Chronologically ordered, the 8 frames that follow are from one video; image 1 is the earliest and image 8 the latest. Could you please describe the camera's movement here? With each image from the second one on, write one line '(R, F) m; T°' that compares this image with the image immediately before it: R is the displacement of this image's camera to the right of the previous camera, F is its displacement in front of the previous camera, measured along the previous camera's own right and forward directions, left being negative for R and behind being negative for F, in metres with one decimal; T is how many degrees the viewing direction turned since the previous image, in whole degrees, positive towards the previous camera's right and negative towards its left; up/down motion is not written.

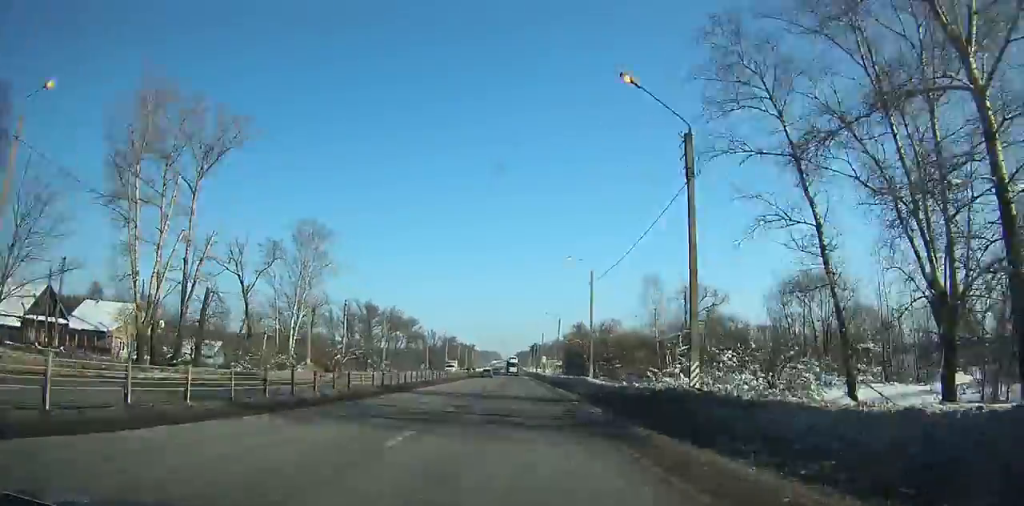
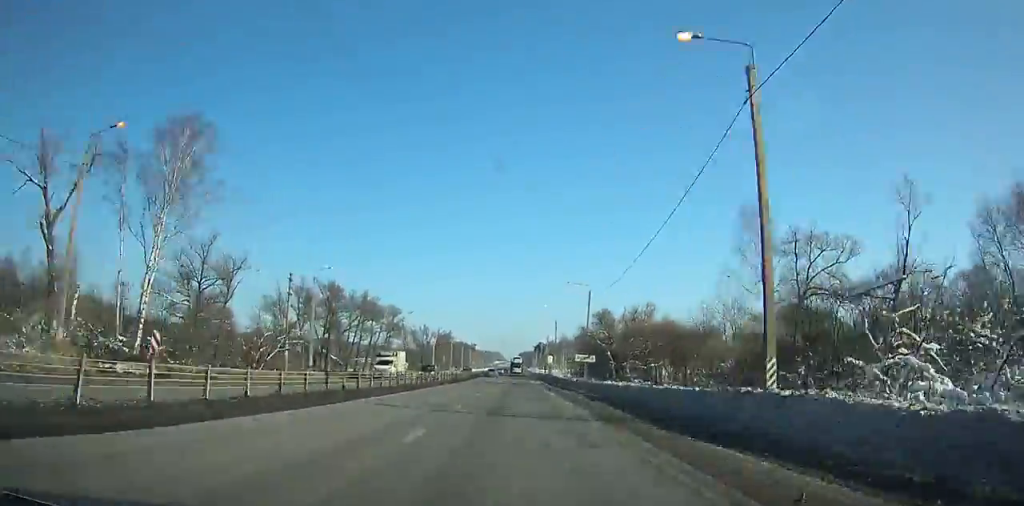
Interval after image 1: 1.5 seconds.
(-0.9, +33.5) m; -1°
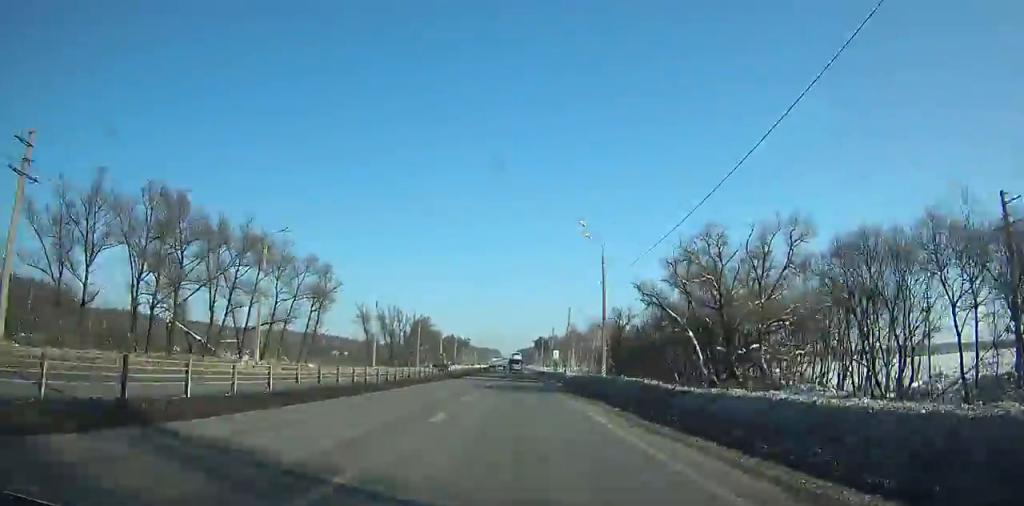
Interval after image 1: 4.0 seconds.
(0.0, +54.7) m; 0°
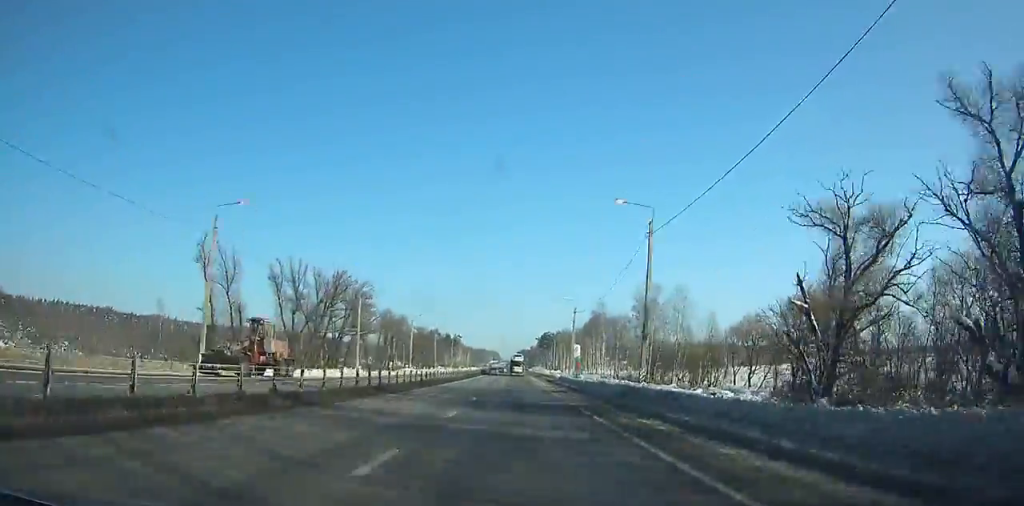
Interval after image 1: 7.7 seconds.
(+0.5, +79.8) m; +1°
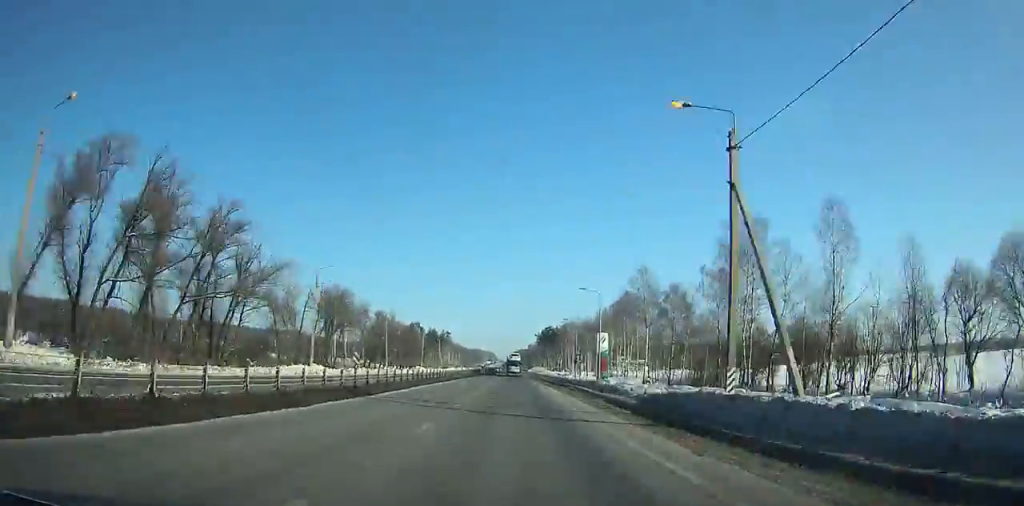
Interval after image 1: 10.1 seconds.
(+0.1, +51.9) m; 0°
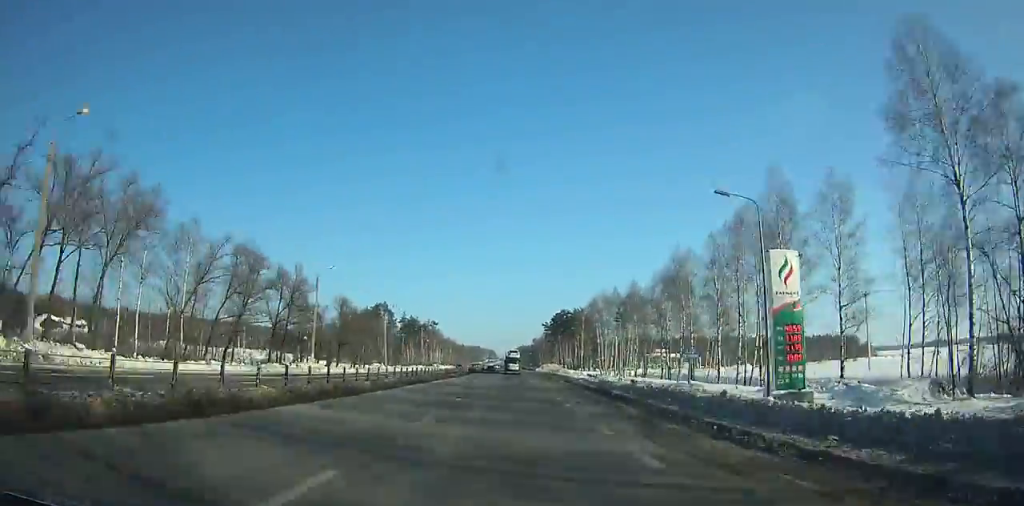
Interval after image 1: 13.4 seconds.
(+0.1, +71.6) m; 0°
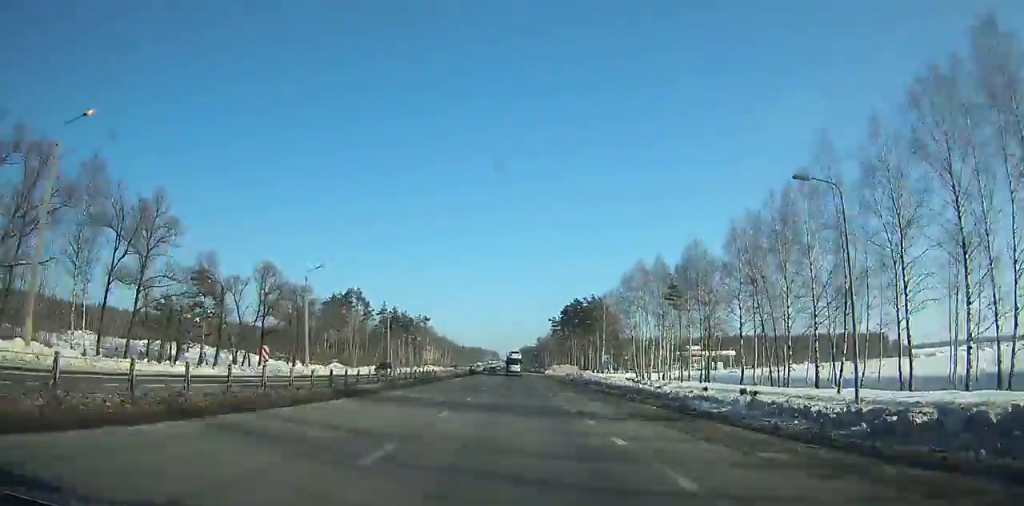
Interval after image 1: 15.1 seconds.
(0.0, +37.0) m; 0°
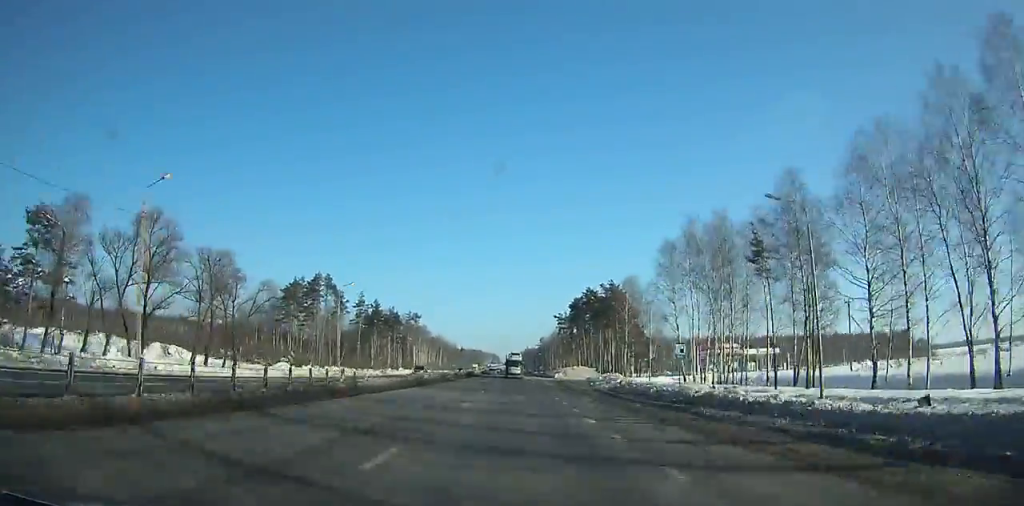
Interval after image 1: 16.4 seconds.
(0.0, +28.4) m; 0°
